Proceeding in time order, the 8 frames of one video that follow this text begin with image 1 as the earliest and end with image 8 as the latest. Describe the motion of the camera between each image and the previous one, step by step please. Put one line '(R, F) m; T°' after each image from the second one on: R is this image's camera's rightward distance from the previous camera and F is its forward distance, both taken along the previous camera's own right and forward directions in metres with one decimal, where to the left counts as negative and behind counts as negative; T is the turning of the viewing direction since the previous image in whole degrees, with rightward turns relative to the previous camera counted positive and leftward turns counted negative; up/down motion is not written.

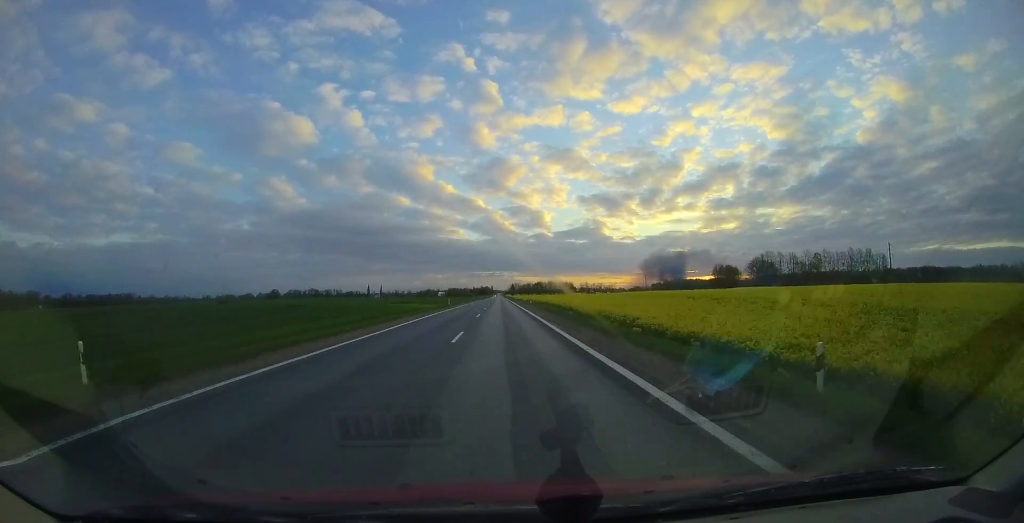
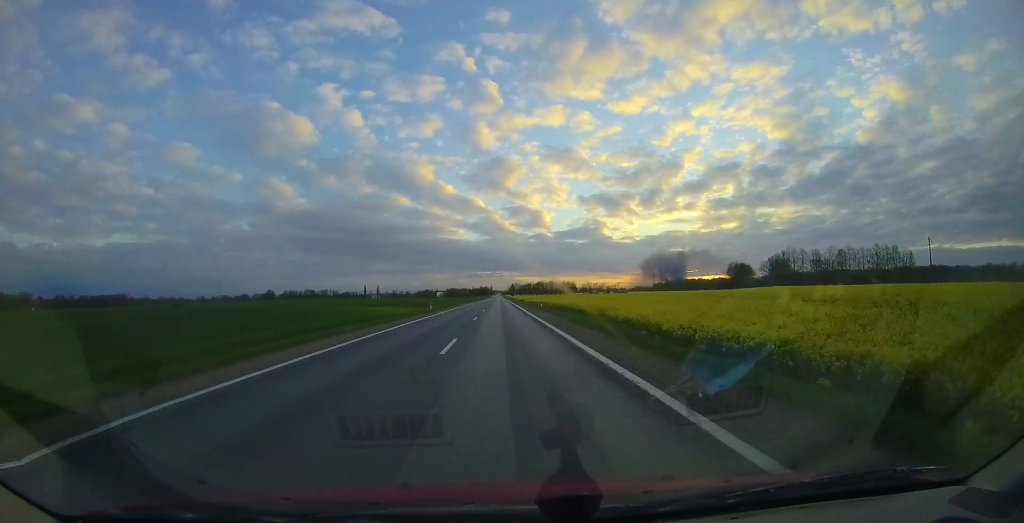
(0.0, +13.8) m; 0°
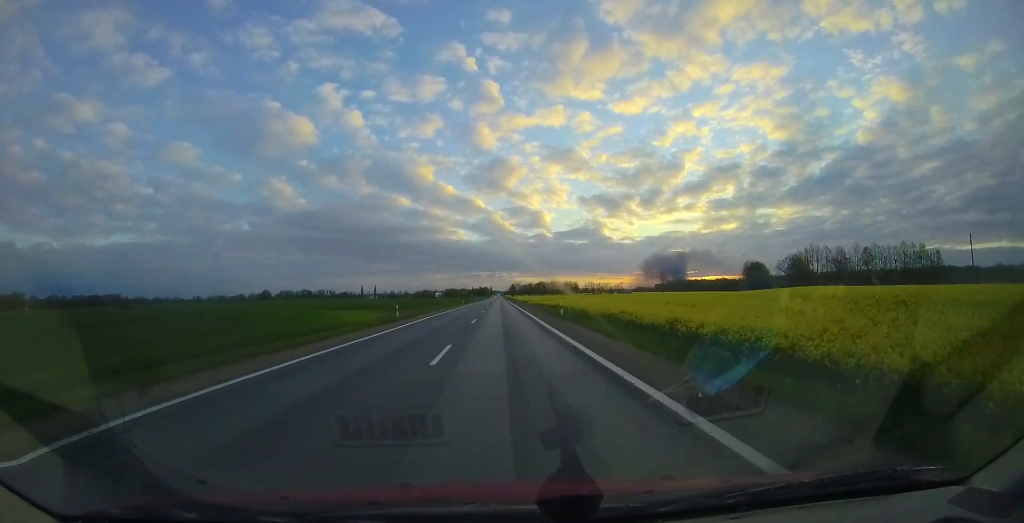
(+0.1, +12.6) m; +1°
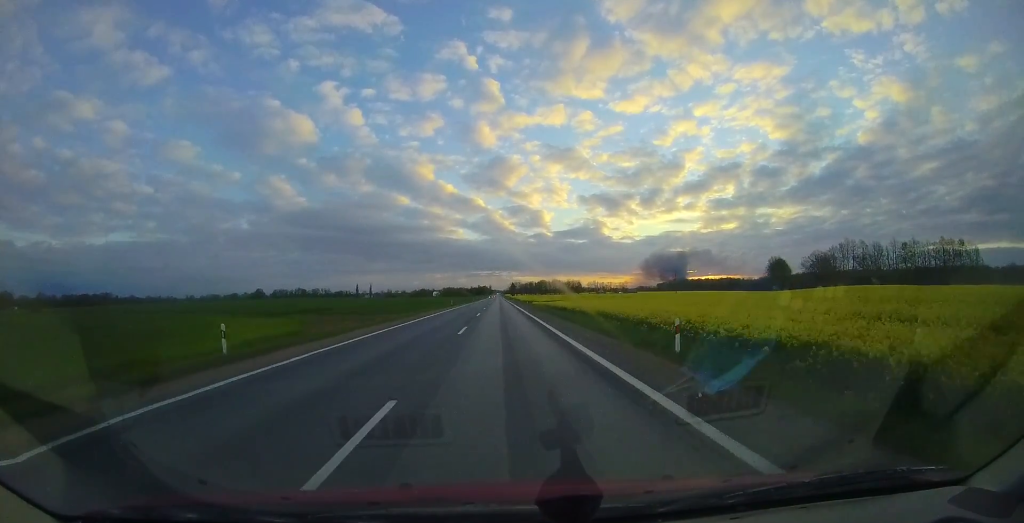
(+0.1, +17.5) m; +1°
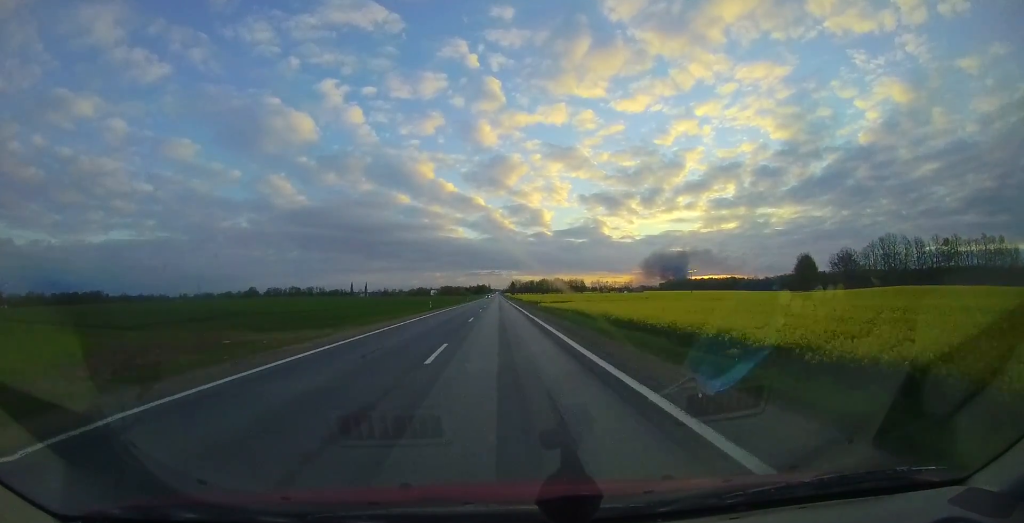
(+0.2, +17.9) m; 0°
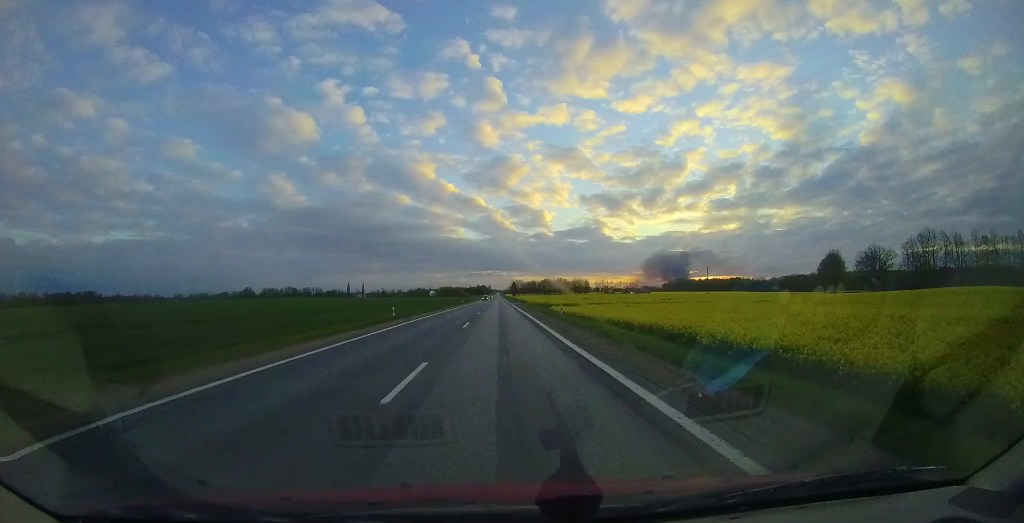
(-0.3, +14.5) m; 0°
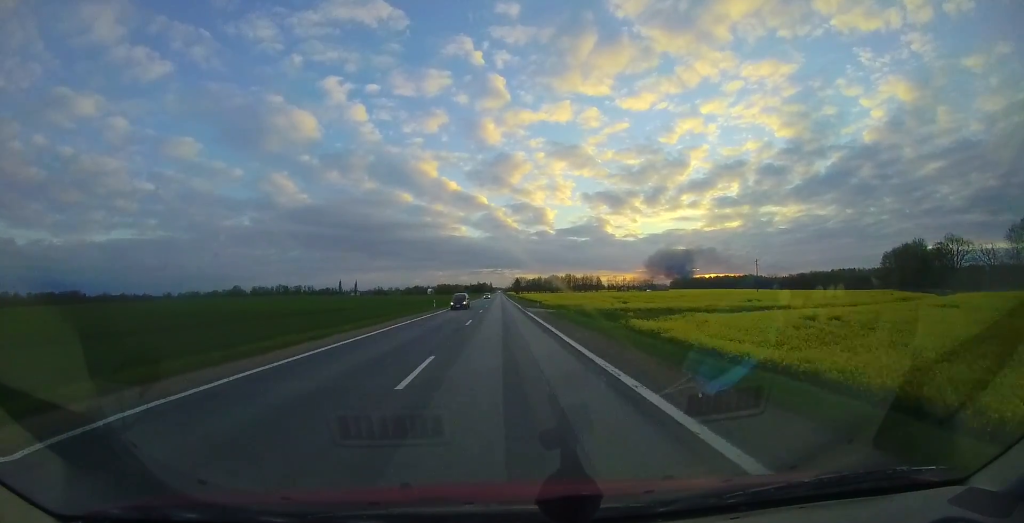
(0.0, +34.1) m; 0°
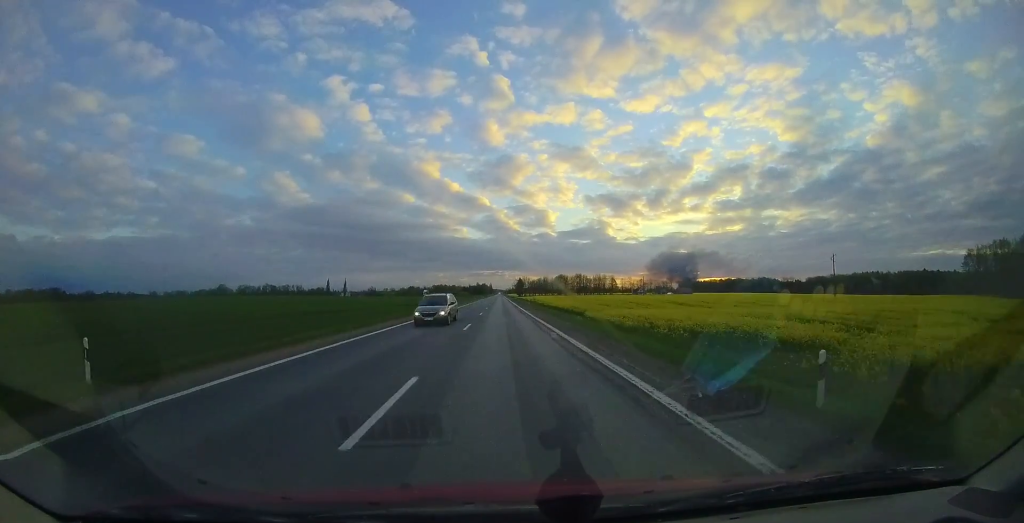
(-0.3, +37.9) m; -1°
